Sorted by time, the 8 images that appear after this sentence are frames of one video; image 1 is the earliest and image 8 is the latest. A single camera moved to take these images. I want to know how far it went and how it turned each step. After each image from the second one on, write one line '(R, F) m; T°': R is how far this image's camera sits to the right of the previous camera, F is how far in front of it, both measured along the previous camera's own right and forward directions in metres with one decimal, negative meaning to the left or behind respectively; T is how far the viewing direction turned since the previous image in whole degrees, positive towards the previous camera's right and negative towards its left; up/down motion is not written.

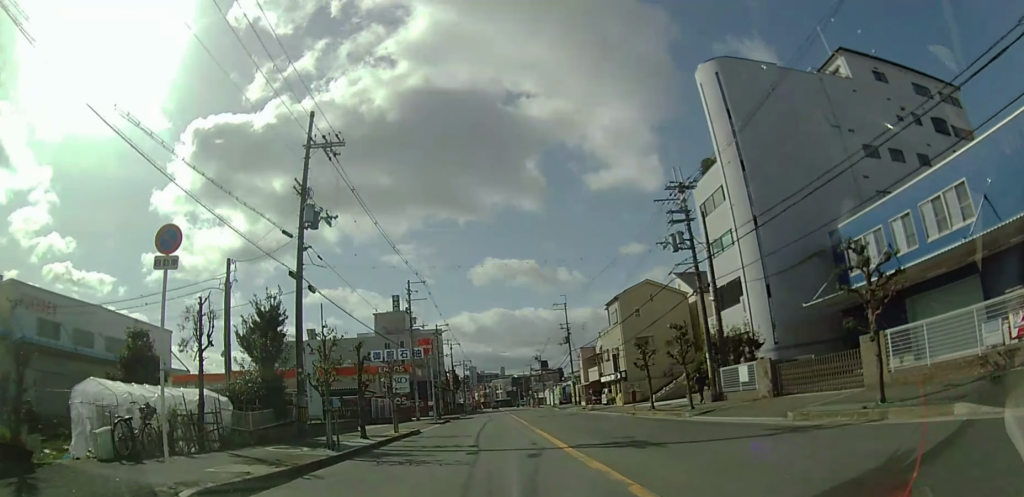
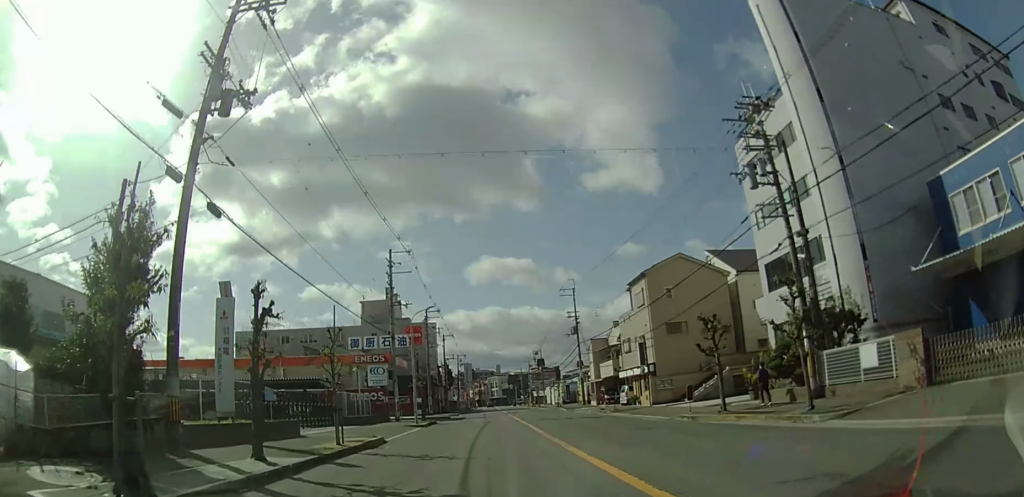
(0.0, +9.4) m; 0°
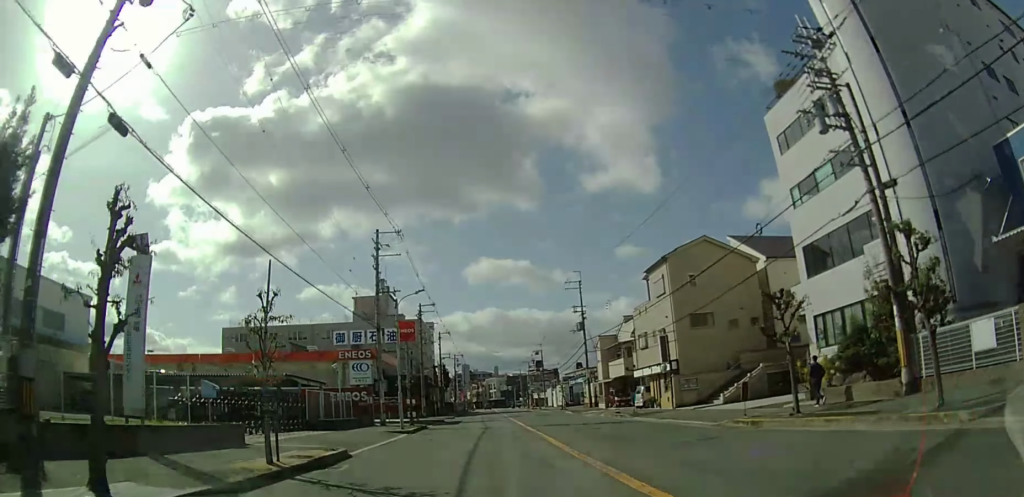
(0.0, +5.2) m; 0°
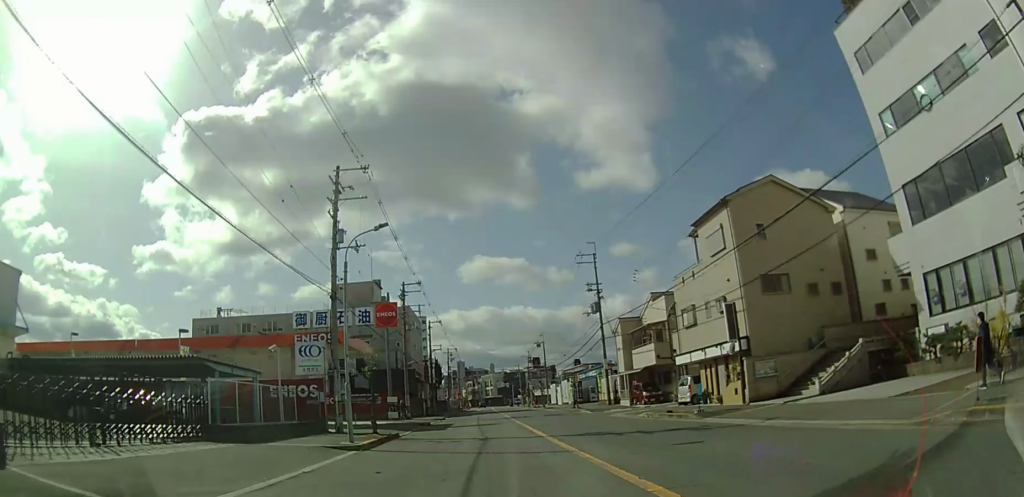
(0.0, +10.1) m; +1°
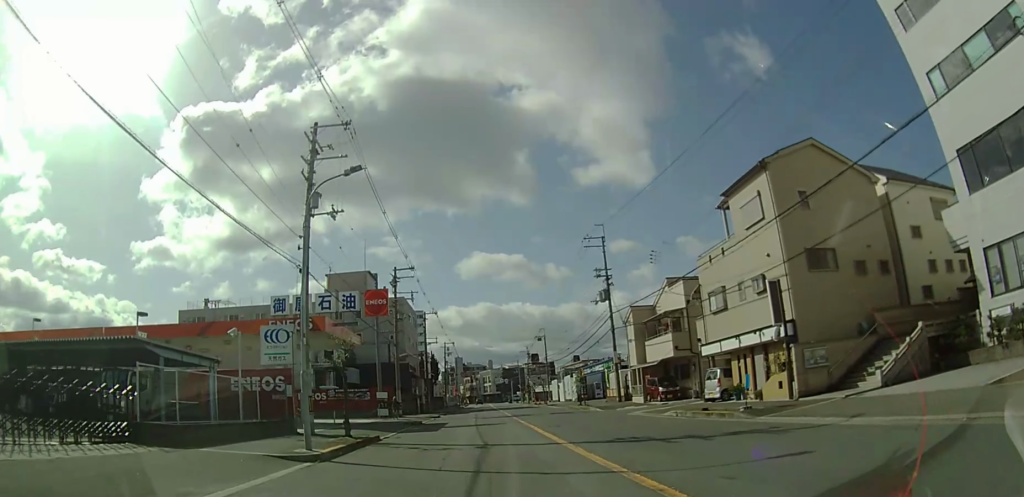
(+0.1, +4.4) m; 0°
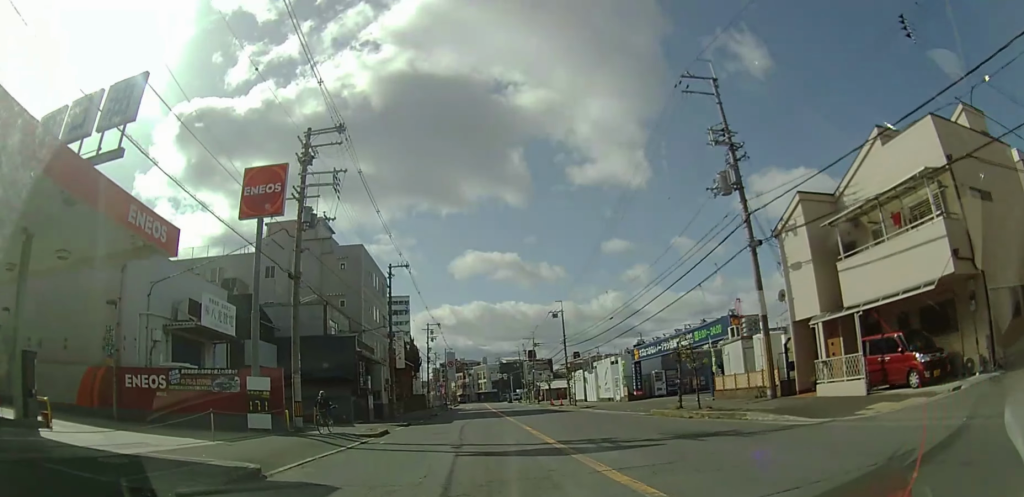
(+0.3, +26.5) m; +1°
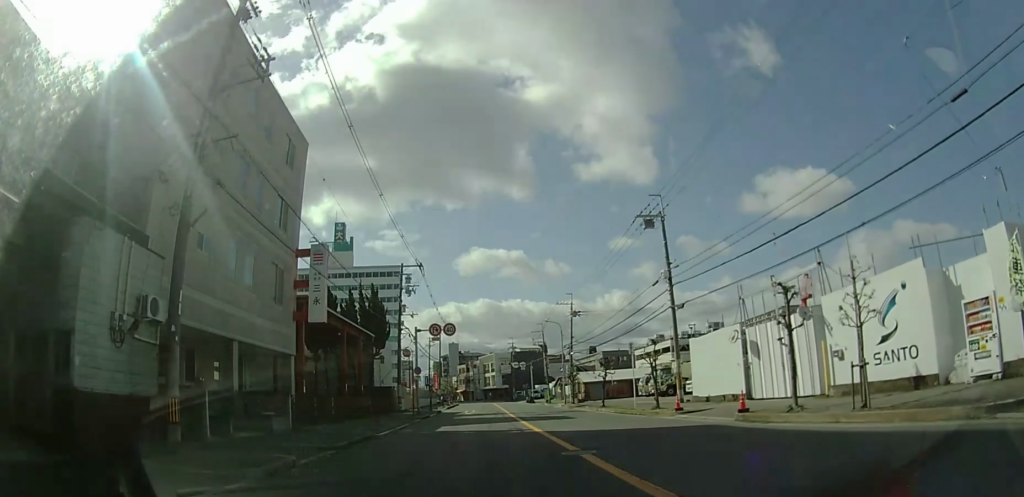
(0.0, +15.0) m; -1°
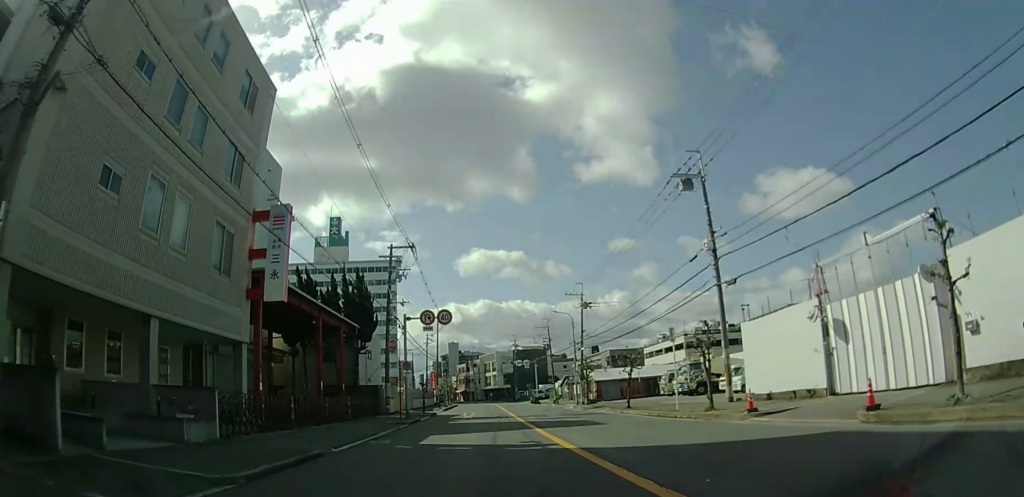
(0.0, +6.9) m; 0°
